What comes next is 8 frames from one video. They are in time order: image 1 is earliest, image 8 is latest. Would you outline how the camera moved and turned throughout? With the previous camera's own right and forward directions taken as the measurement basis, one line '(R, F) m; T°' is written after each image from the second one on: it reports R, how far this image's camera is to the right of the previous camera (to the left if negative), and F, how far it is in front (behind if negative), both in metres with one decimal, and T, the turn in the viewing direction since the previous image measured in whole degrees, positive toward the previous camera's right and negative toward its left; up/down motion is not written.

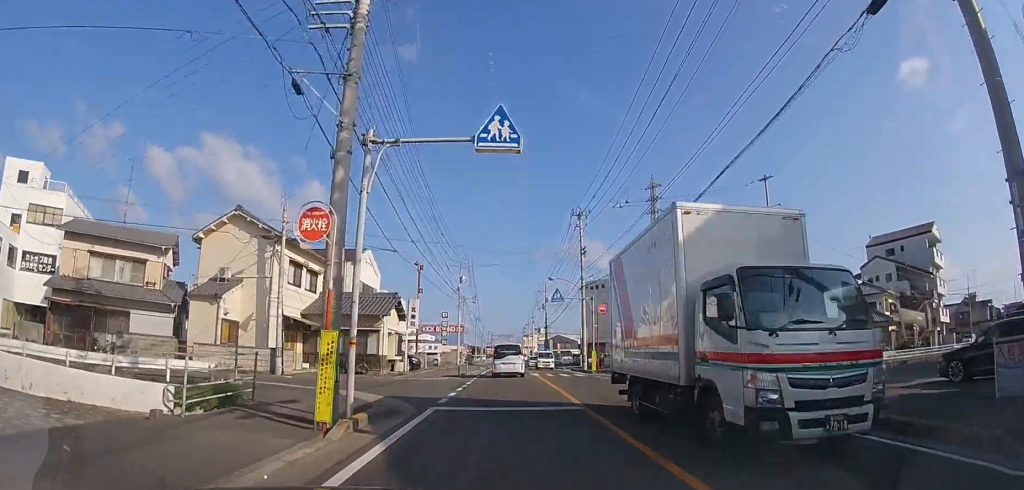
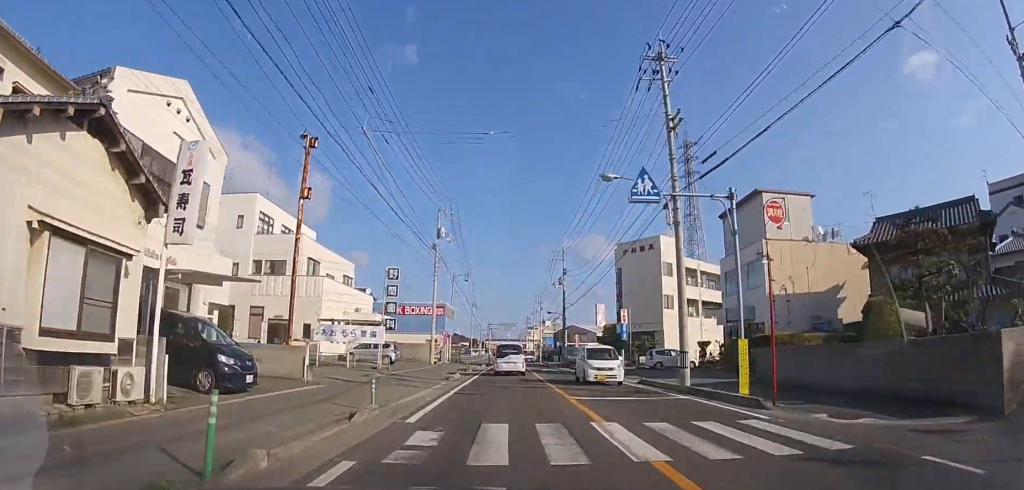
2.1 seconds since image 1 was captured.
(0.0, +22.9) m; 0°
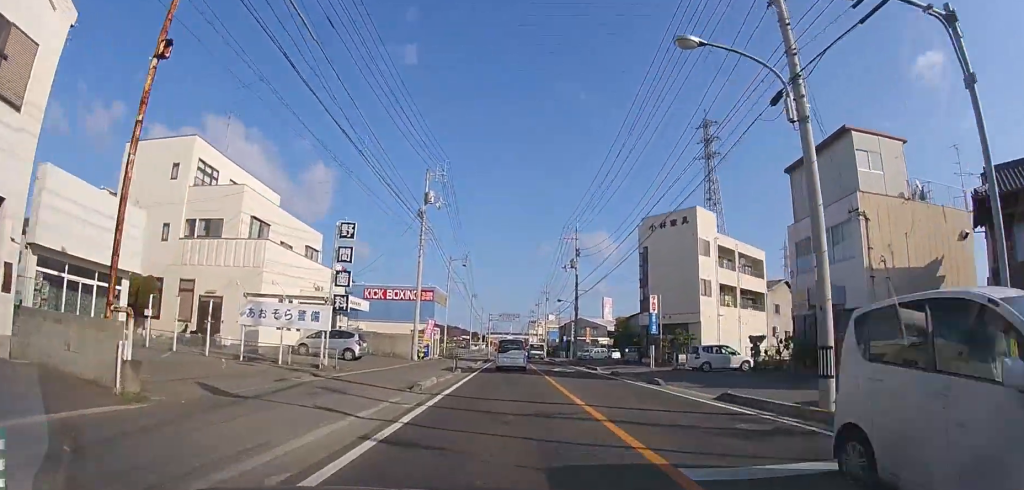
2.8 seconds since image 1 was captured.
(0.0, +8.3) m; 0°
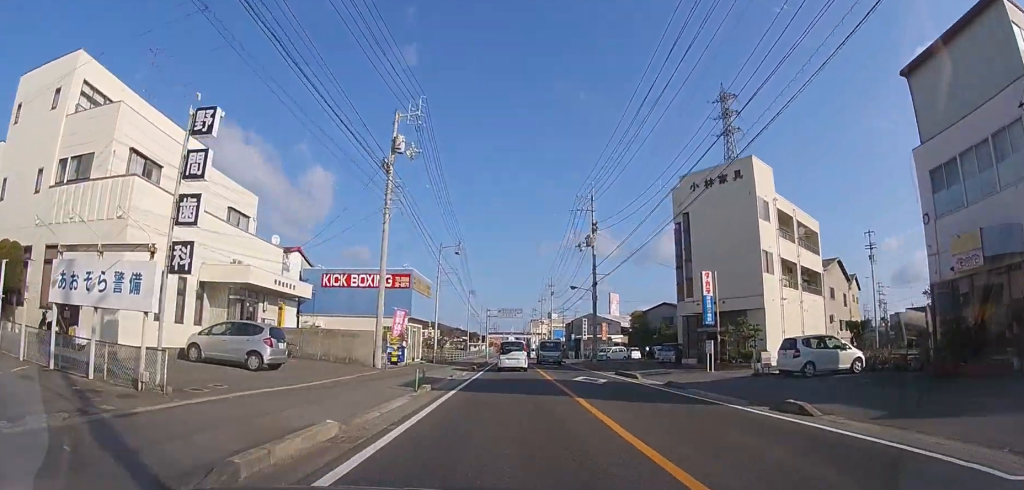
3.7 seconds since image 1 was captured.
(0.0, +10.1) m; 0°
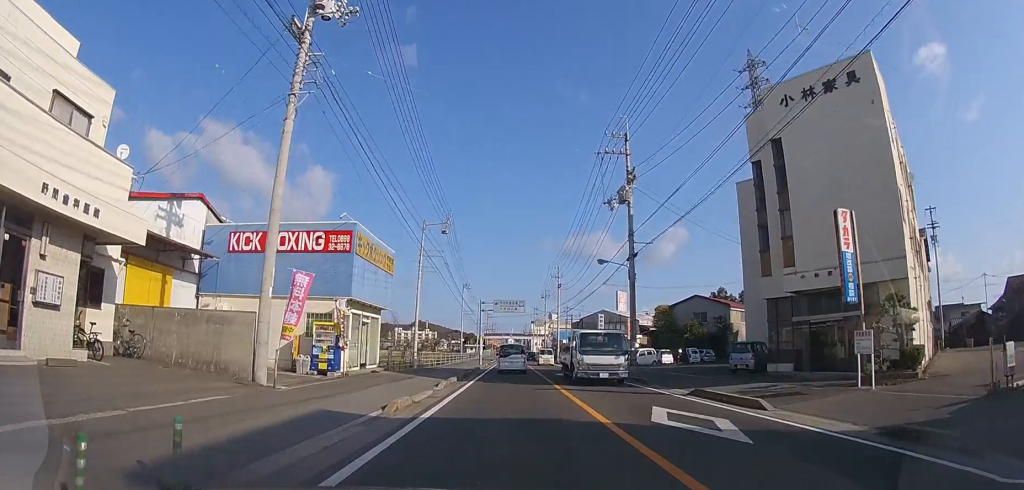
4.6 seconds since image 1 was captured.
(0.0, +11.4) m; 0°
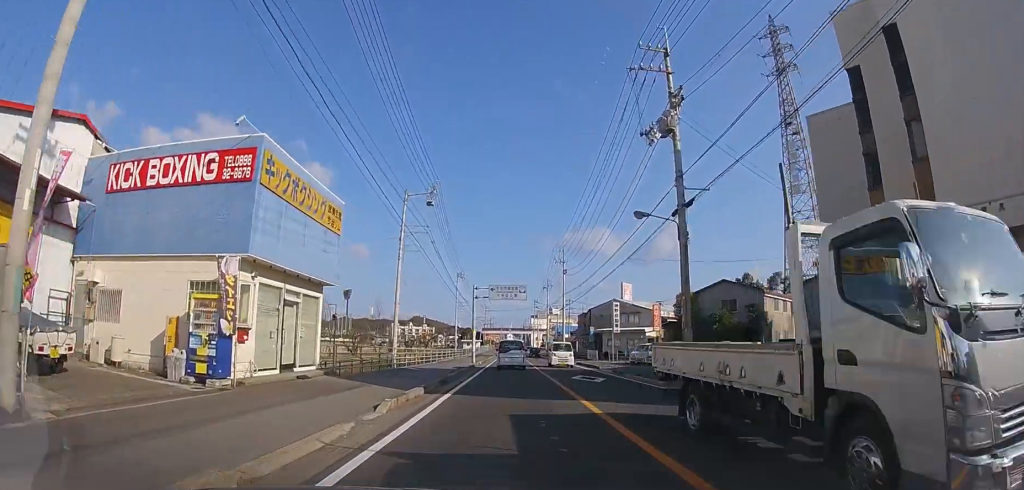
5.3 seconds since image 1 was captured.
(0.0, +8.1) m; 0°
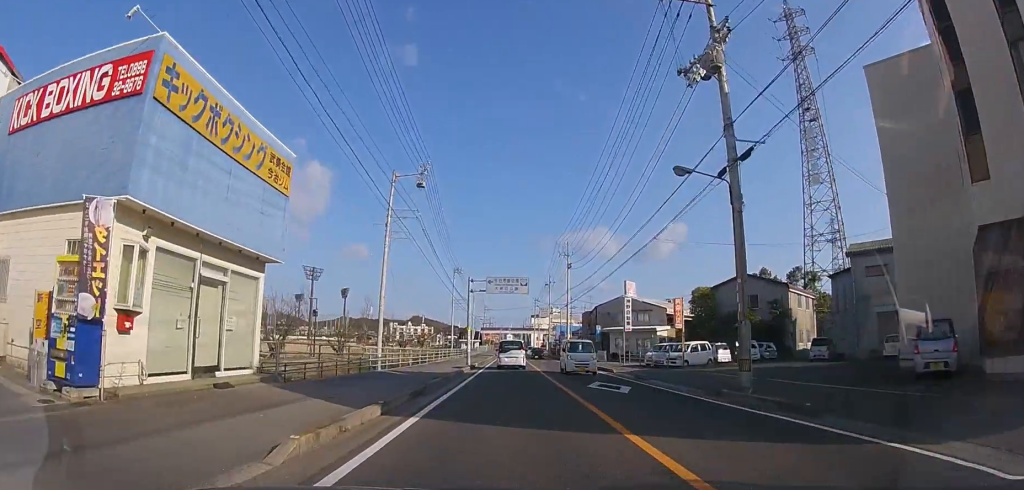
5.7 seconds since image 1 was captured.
(0.0, +4.9) m; 0°
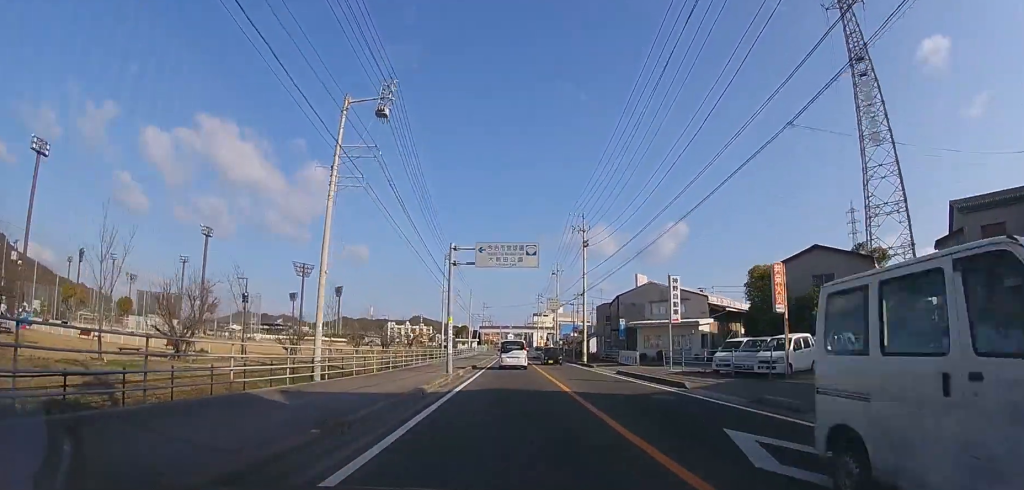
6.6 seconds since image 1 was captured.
(0.0, +11.2) m; 0°
